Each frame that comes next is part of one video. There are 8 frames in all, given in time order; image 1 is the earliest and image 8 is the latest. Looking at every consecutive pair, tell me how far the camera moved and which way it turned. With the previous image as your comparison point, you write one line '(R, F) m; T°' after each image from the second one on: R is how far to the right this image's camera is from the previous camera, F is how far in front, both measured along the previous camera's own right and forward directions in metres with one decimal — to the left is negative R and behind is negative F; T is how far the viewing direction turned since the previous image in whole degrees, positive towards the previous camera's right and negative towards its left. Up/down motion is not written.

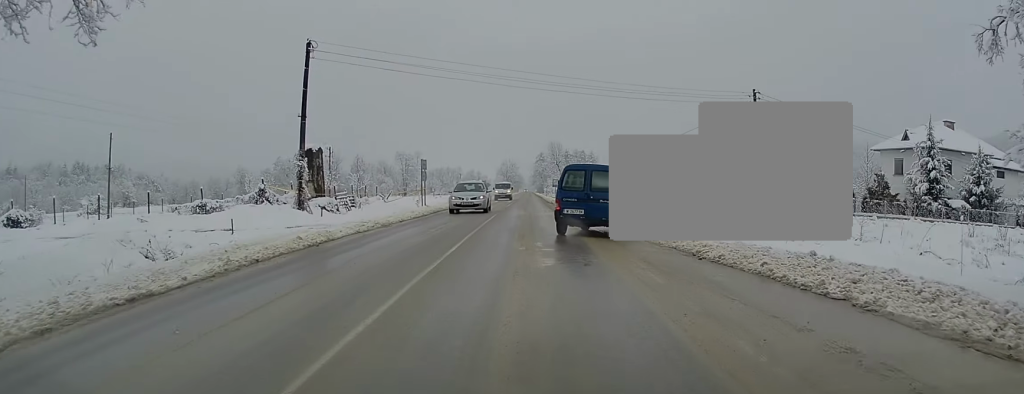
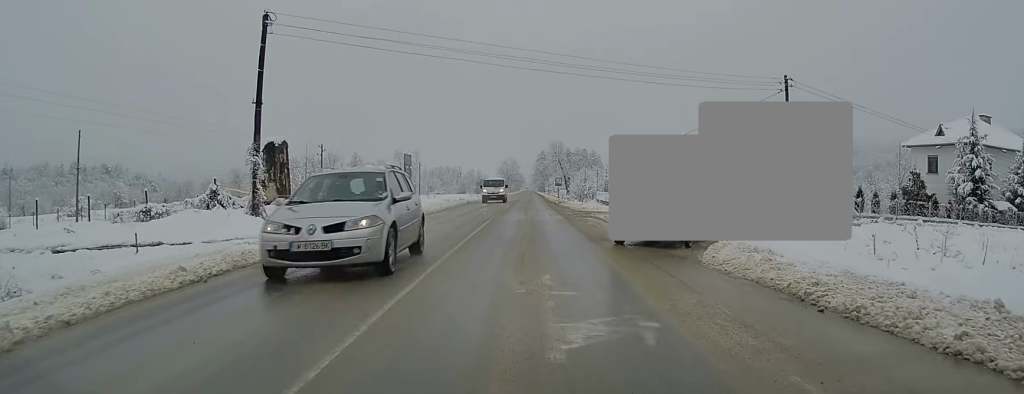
(0.0, +6.1) m; 0°
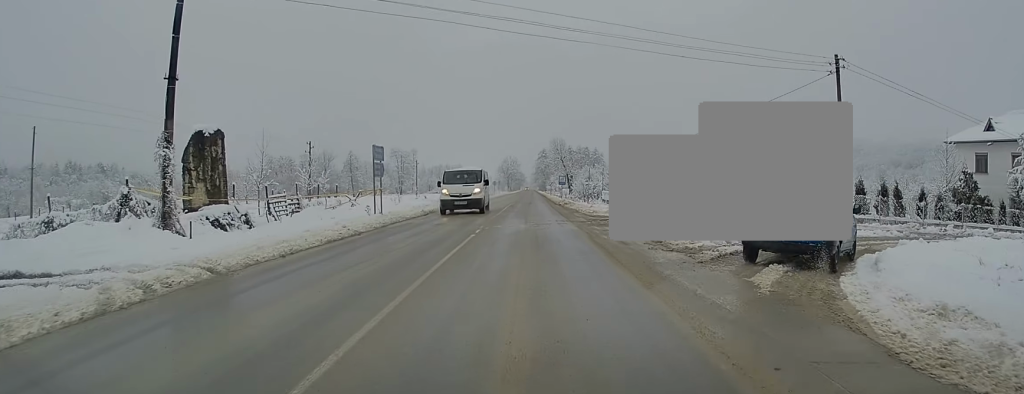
(0.0, +7.3) m; 0°
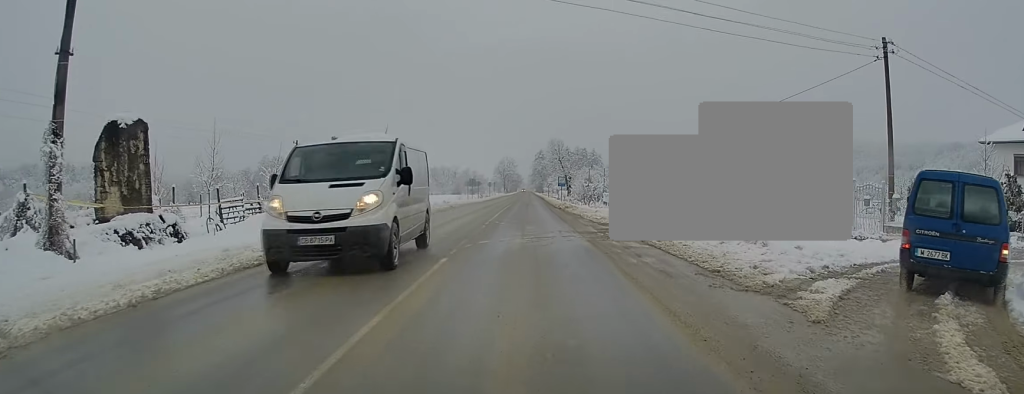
(0.0, +5.1) m; 0°
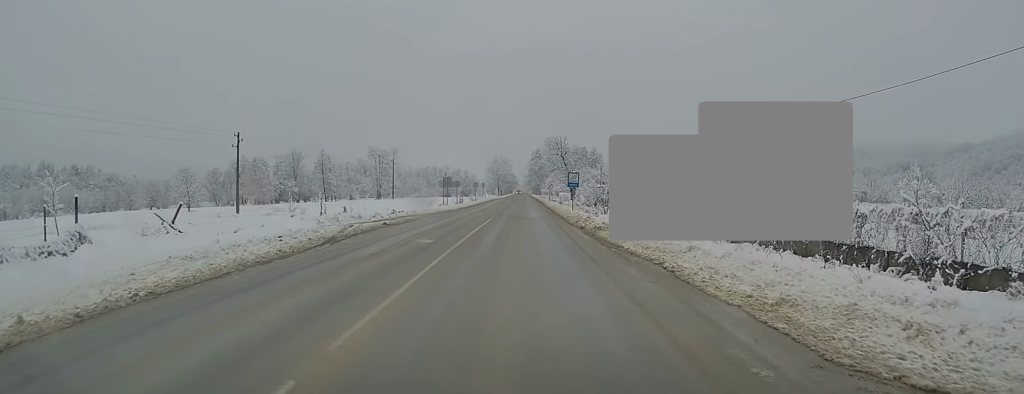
(-0.2, +19.6) m; -1°
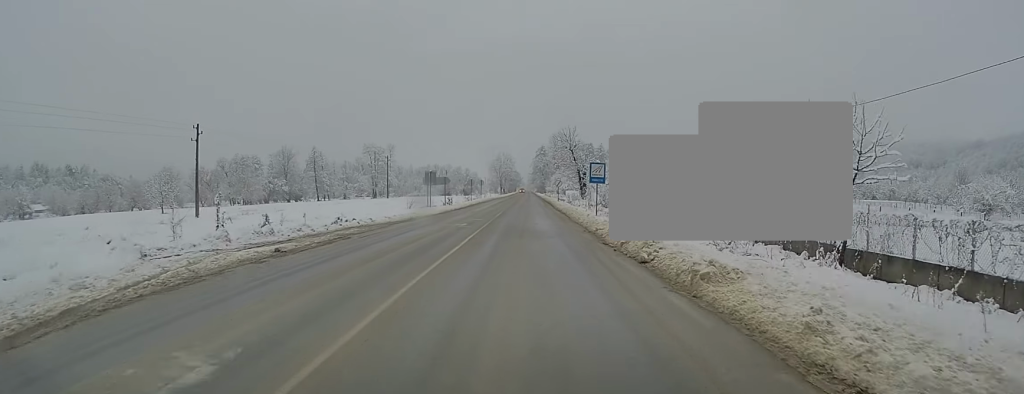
(0.0, +11.0) m; 0°
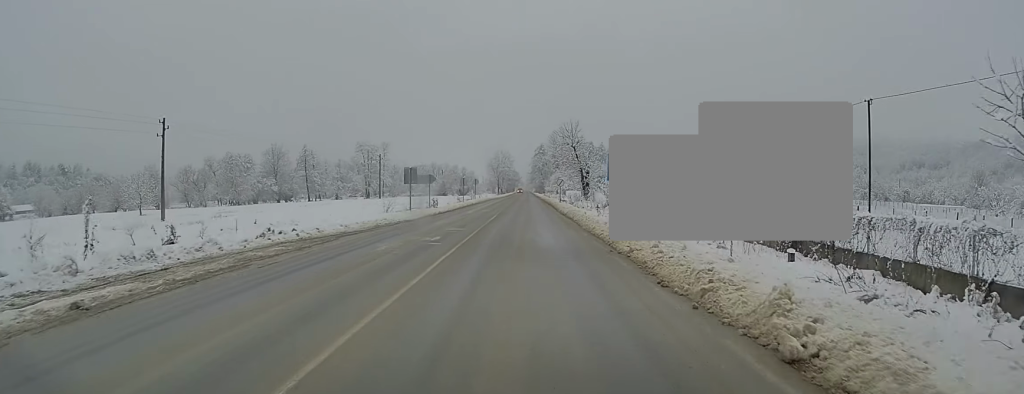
(0.0, +6.4) m; 0°
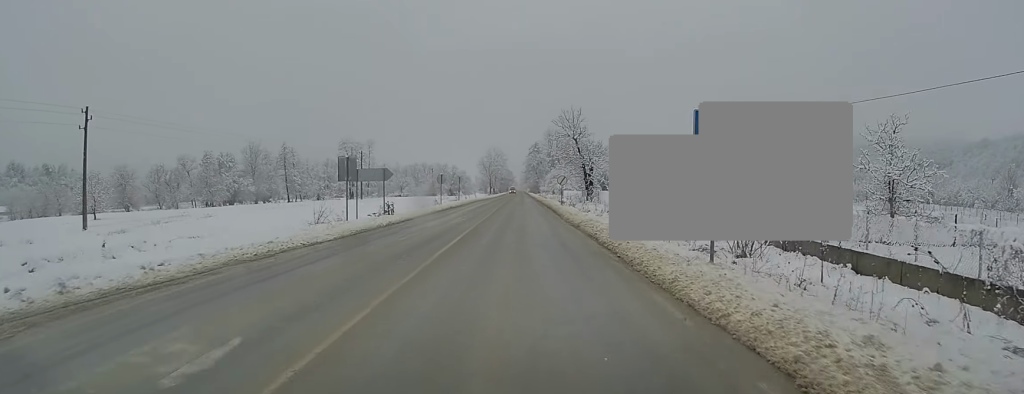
(+0.1, +11.5) m; 0°
